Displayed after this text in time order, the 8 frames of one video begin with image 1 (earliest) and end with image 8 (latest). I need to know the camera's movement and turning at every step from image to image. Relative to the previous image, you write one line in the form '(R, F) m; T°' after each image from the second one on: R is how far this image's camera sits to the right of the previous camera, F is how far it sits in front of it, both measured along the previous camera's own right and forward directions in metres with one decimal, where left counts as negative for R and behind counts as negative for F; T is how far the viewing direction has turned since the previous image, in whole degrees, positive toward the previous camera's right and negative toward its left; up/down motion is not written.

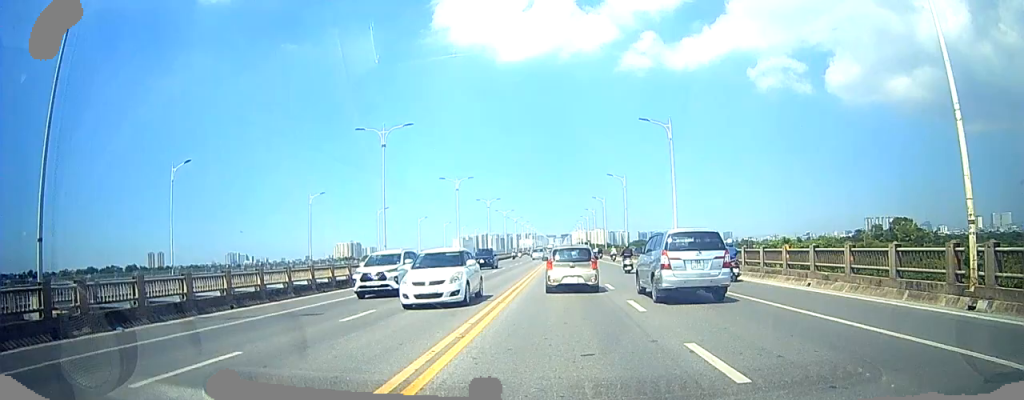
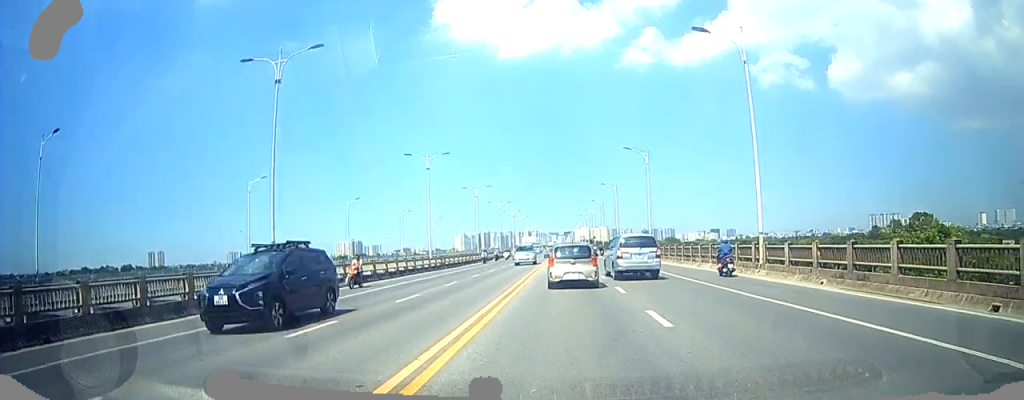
(0.0, +17.8) m; 0°
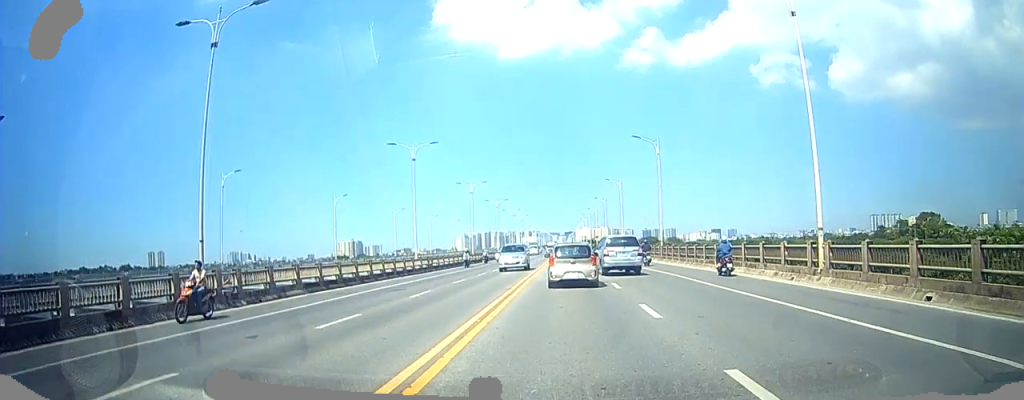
(0.0, +6.0) m; 0°
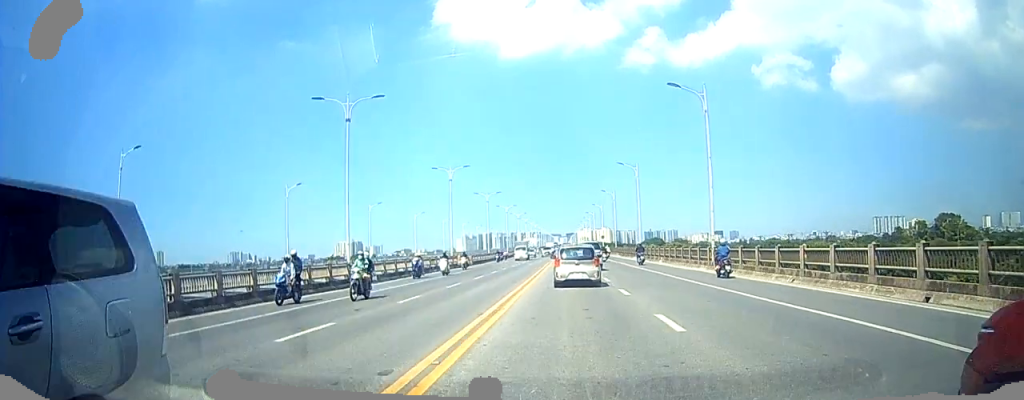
(0.0, +17.4) m; 0°
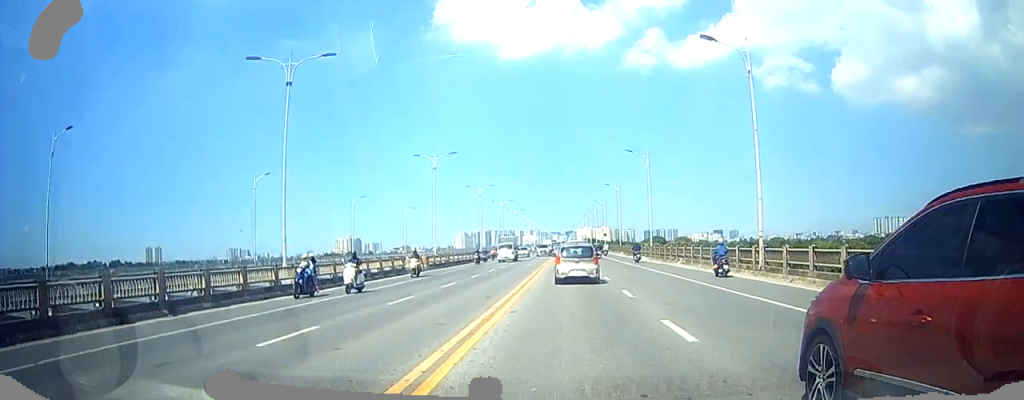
(0.0, +8.2) m; 0°
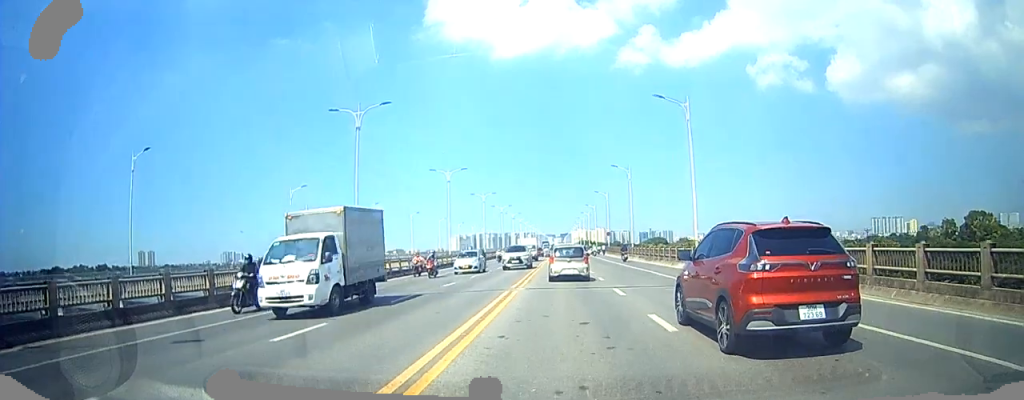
(+0.1, +19.6) m; +1°
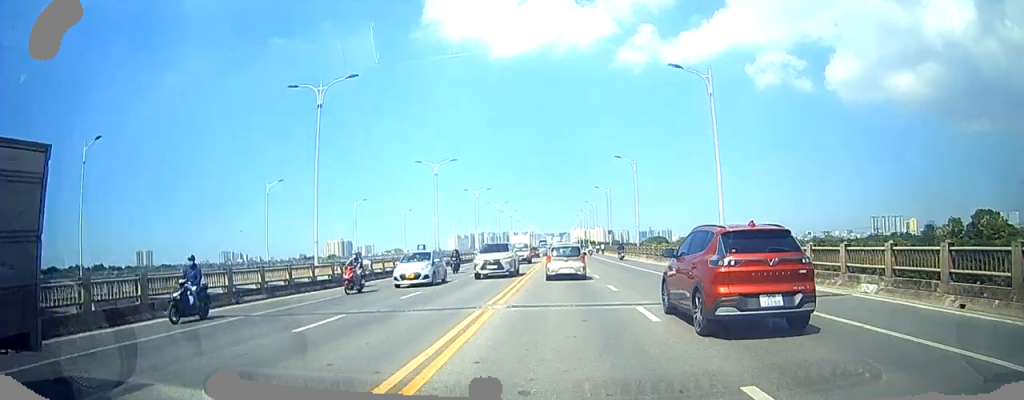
(0.0, +5.6) m; 0°
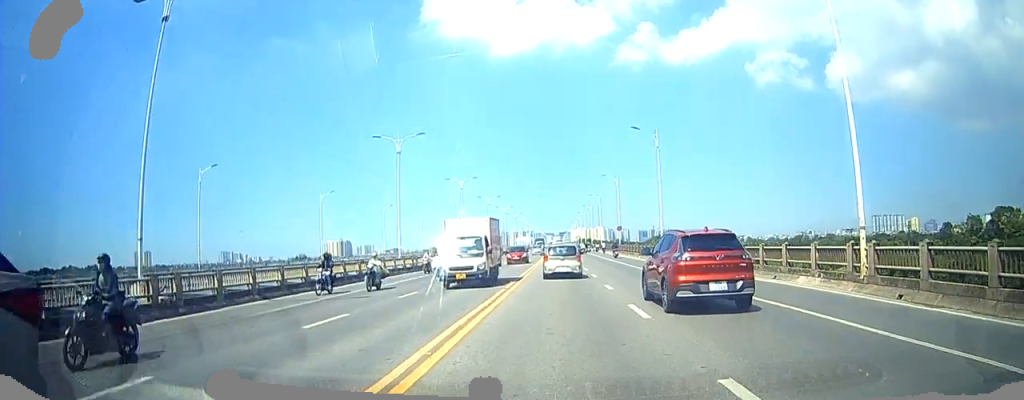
(0.0, +13.5) m; 0°
